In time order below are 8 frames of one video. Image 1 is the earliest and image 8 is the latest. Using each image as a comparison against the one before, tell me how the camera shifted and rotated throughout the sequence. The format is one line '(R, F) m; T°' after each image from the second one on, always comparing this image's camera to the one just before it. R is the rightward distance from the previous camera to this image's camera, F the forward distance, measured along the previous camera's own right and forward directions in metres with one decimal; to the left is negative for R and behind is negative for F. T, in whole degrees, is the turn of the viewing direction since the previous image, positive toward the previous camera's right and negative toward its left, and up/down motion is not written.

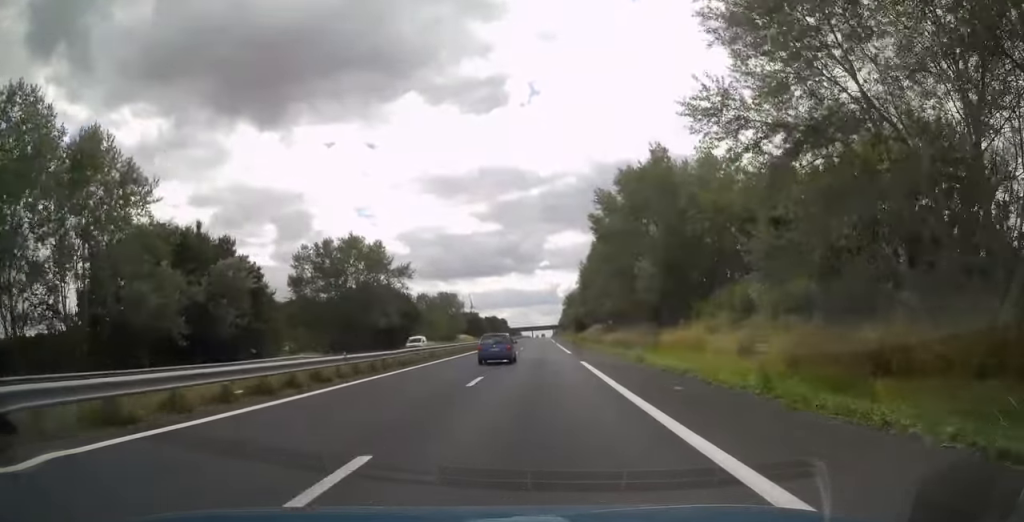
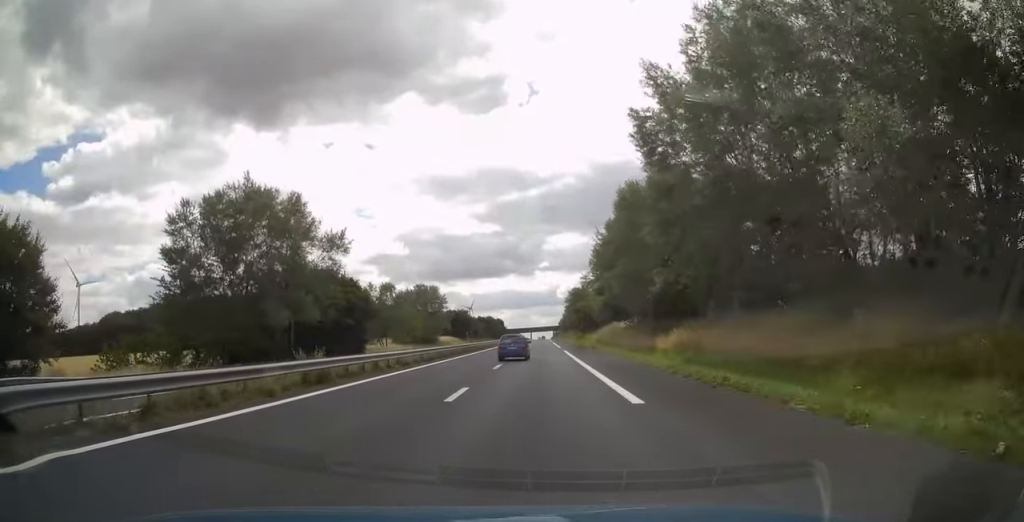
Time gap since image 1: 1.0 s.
(0.0, +28.7) m; 0°
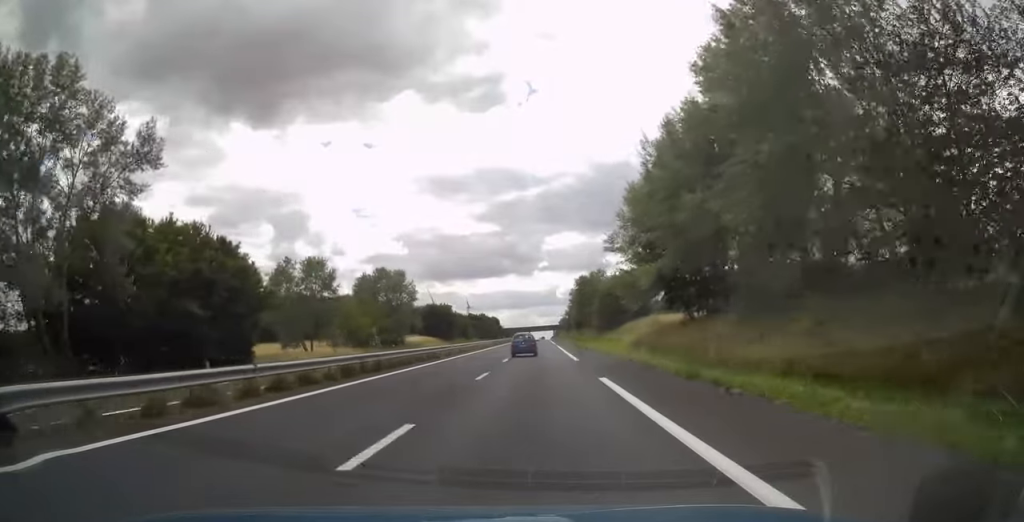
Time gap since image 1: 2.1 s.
(0.0, +31.7) m; 0°
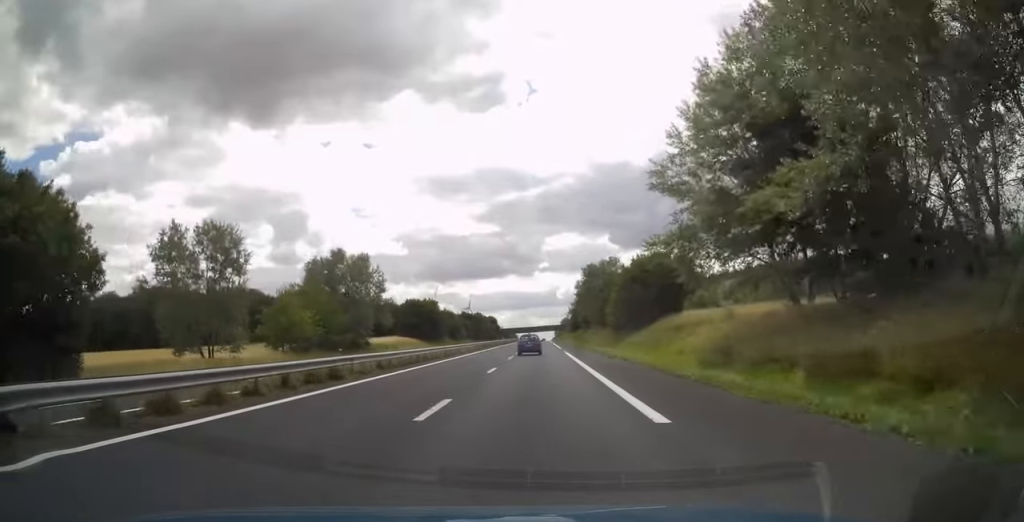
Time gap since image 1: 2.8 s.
(0.0, +21.4) m; 0°
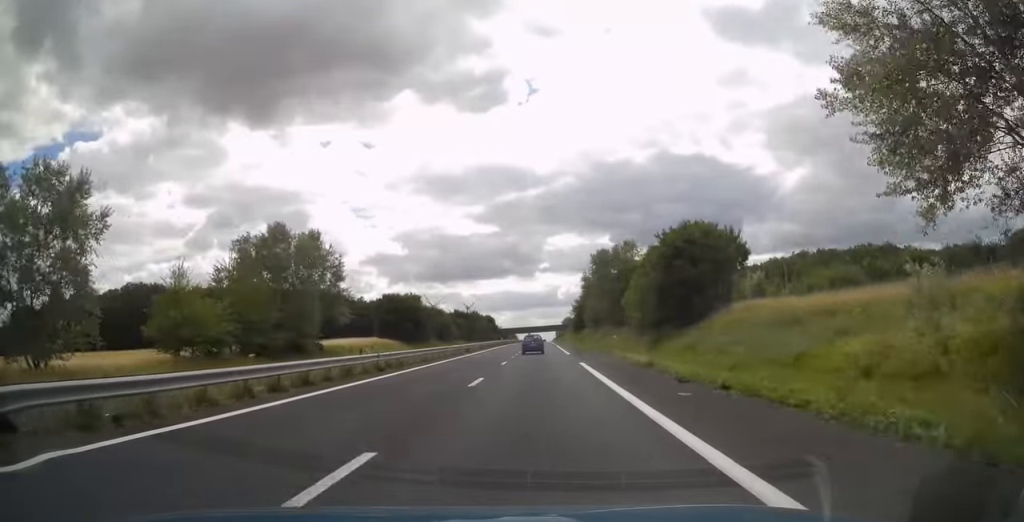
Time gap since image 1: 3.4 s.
(0.0, +18.5) m; 0°
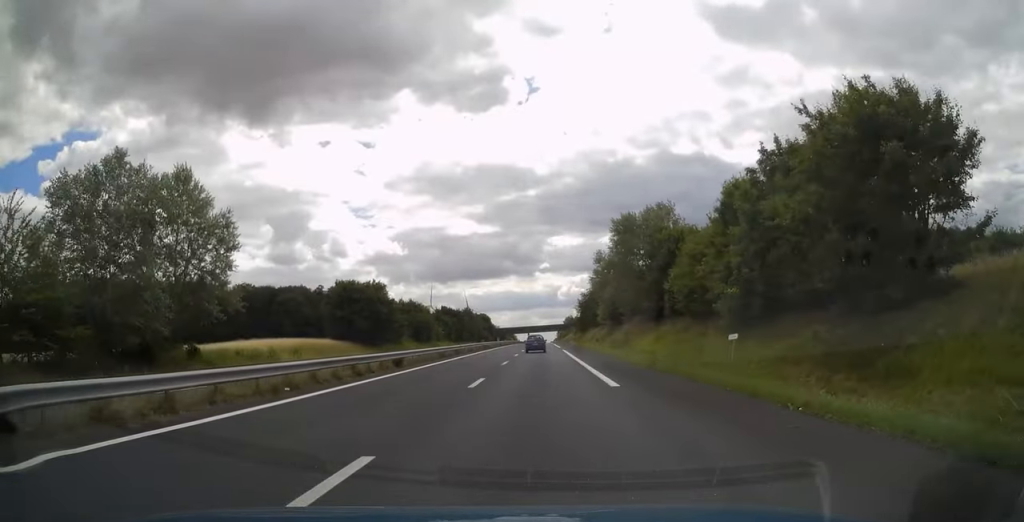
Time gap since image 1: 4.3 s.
(-0.1, +25.3) m; 0°
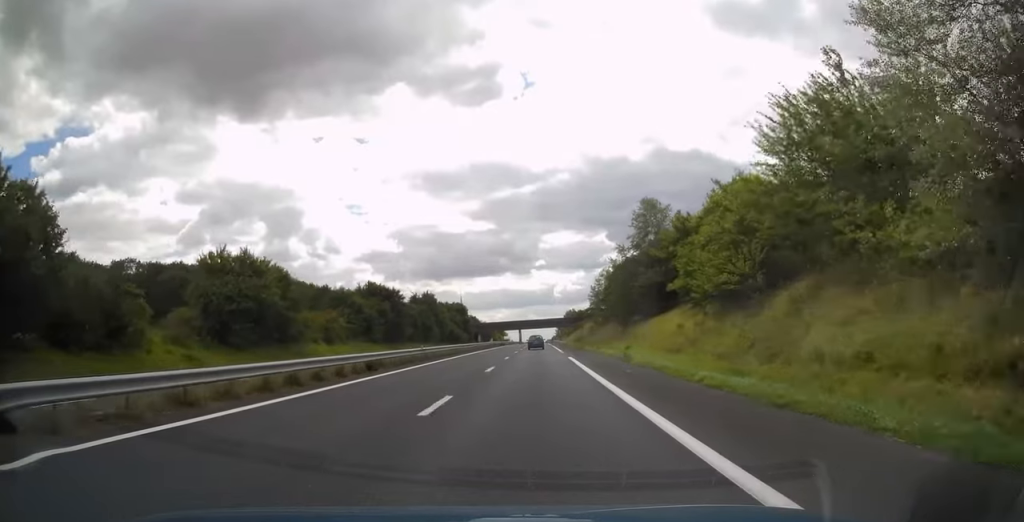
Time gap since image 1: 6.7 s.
(+0.4, +68.8) m; +1°
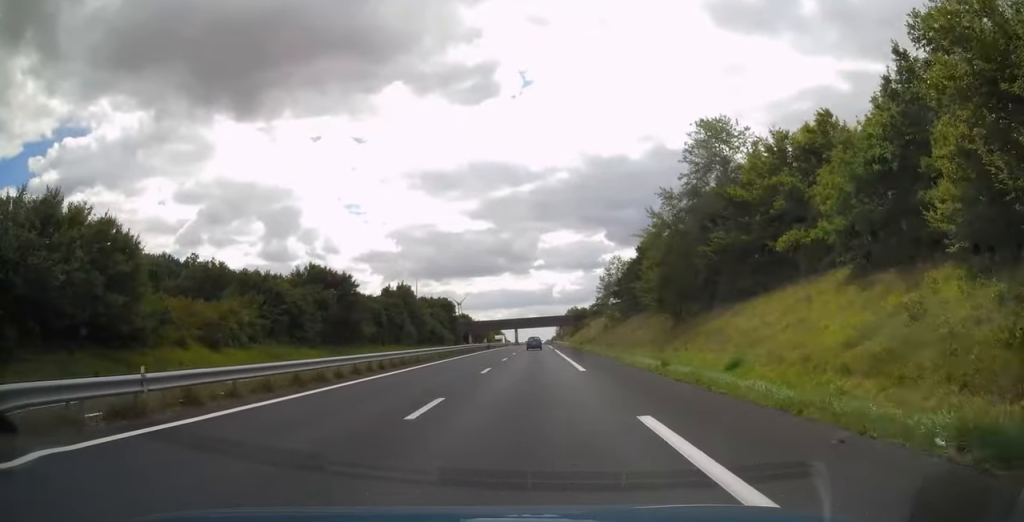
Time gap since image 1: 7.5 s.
(+0.2, +25.4) m; 0°
